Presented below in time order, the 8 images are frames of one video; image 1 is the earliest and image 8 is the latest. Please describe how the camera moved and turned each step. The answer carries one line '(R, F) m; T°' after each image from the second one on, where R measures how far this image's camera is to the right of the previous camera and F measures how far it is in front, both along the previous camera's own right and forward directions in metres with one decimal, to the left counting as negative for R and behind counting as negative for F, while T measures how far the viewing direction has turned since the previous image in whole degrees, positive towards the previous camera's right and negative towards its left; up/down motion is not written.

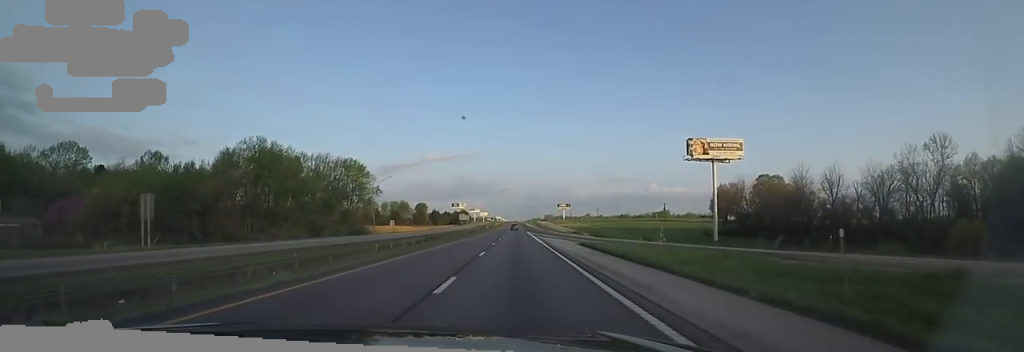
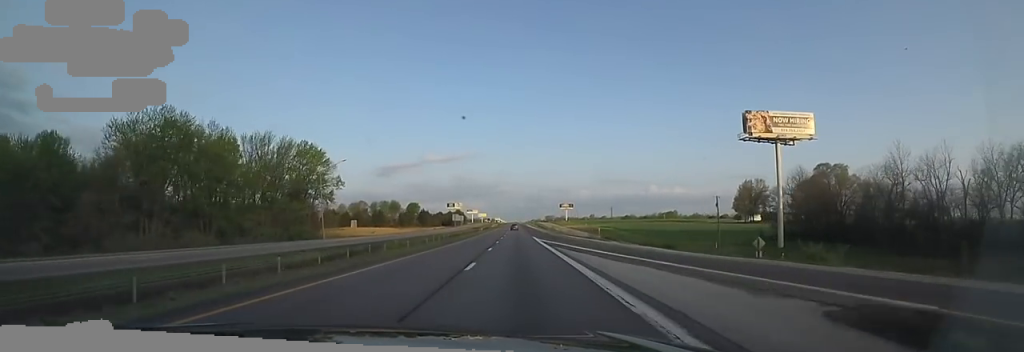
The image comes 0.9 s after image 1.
(+0.2, +31.6) m; -1°
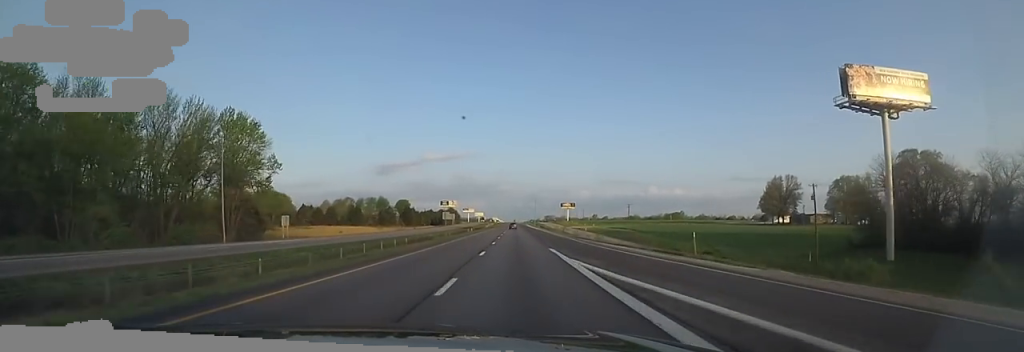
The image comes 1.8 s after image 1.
(-0.5, +30.2) m; 0°
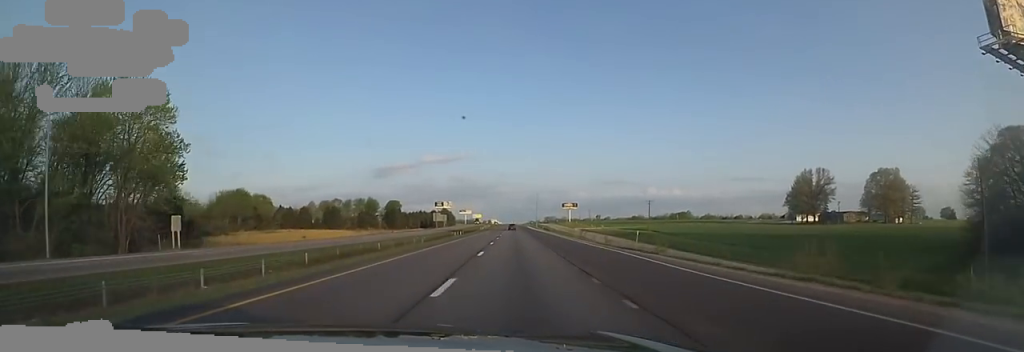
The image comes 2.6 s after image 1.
(-0.1, +24.6) m; +1°
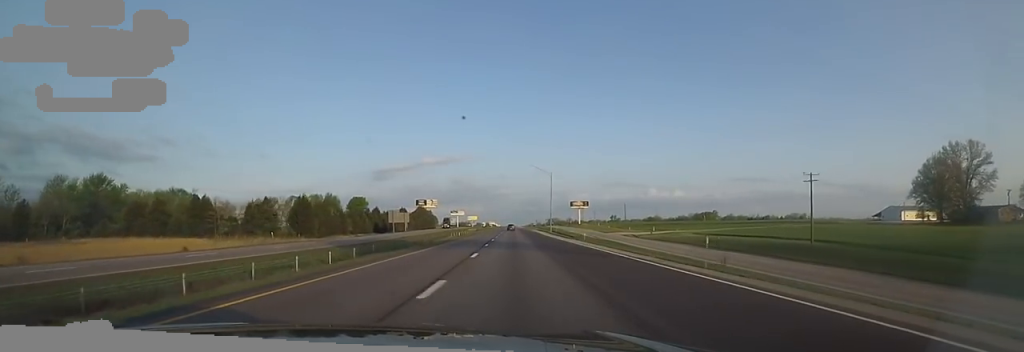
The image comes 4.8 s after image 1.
(+0.1, +73.6) m; 0°
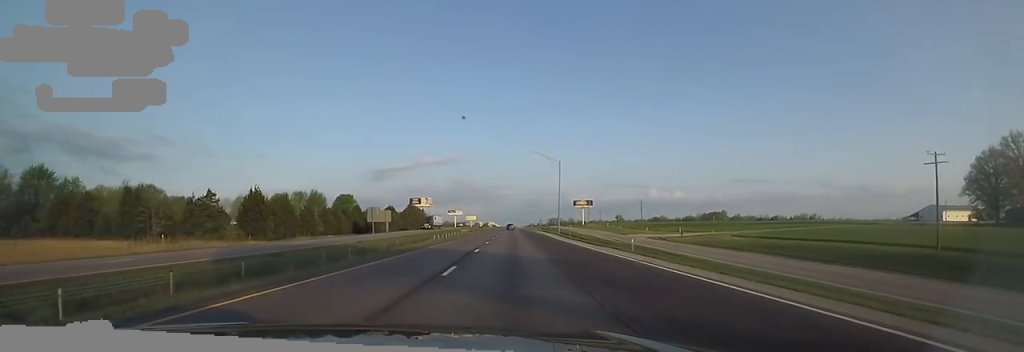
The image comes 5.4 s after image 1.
(+0.6, +19.4) m; 0°
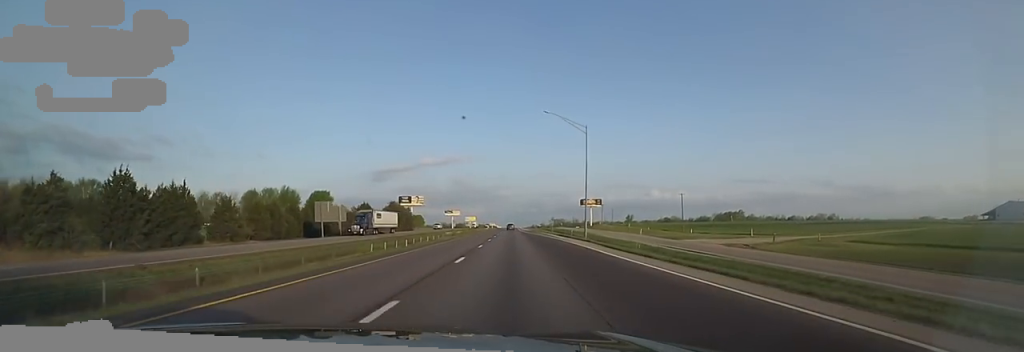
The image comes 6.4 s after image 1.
(-0.9, +31.4) m; -2°
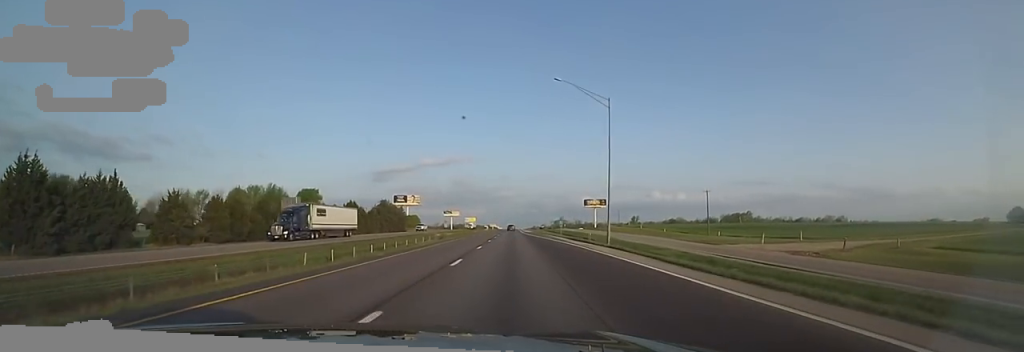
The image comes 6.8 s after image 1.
(-0.1, +13.4) m; 0°
